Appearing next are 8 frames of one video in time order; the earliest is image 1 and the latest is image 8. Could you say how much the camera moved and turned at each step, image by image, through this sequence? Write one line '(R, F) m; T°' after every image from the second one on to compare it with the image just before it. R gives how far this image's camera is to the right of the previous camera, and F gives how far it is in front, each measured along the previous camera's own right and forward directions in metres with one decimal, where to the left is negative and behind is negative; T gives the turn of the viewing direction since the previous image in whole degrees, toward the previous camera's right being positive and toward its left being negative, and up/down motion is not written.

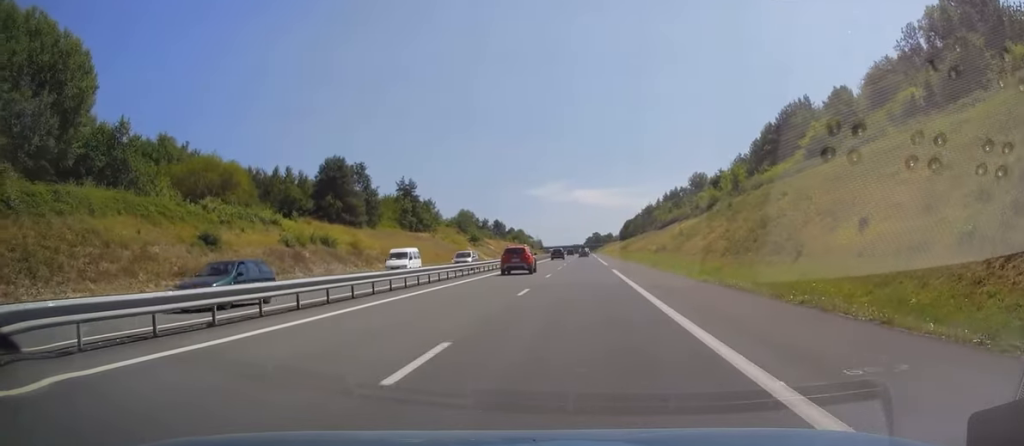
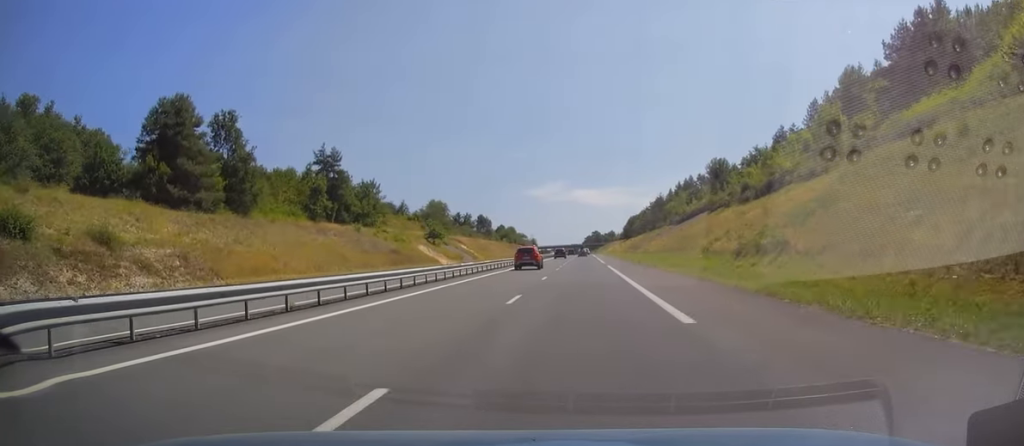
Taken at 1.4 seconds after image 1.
(+0.5, +42.6) m; +1°
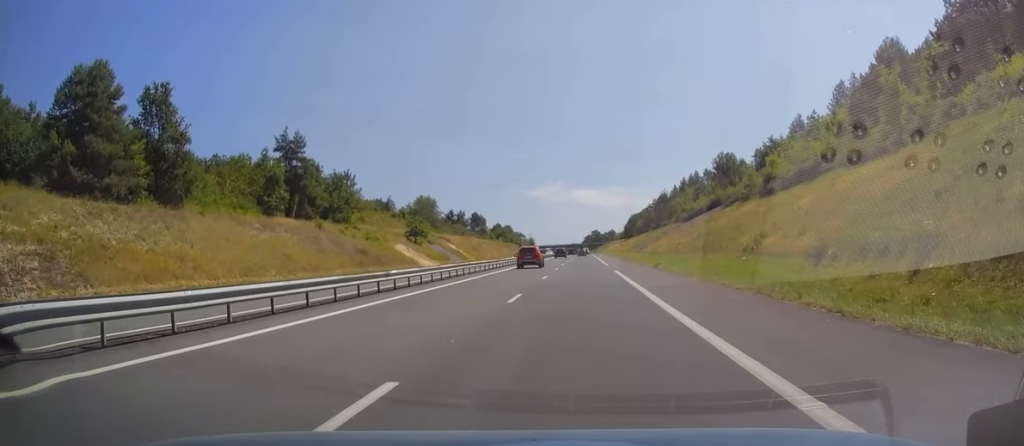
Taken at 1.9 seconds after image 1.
(+0.2, +12.7) m; 0°
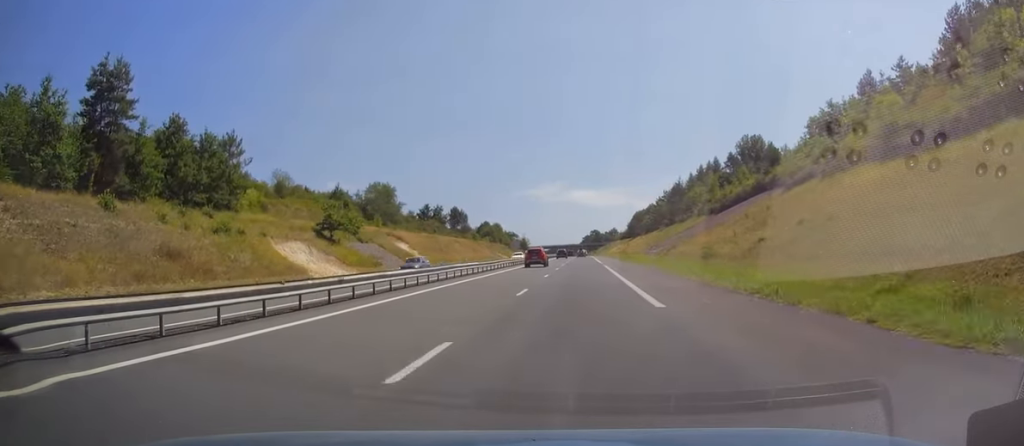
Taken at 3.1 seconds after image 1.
(-0.3, +36.2) m; 0°
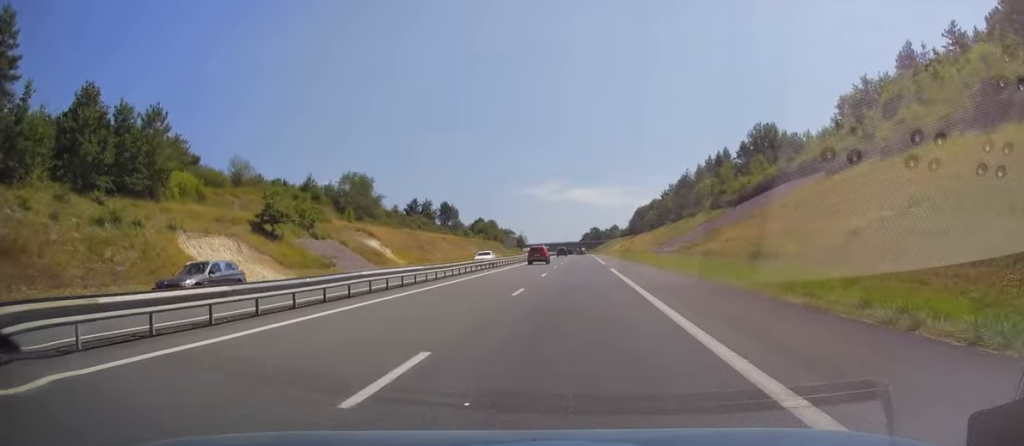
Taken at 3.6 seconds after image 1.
(+0.2, +14.2) m; 0°
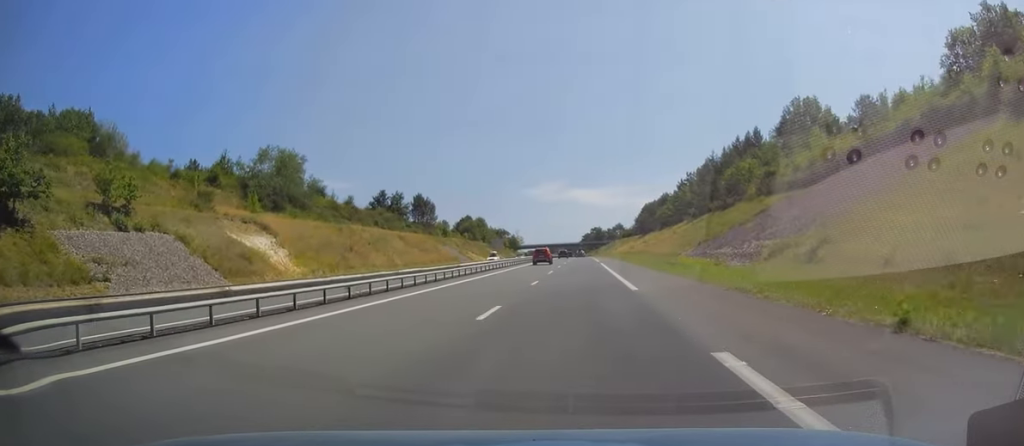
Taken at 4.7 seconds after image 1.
(-0.3, +31.8) m; 0°
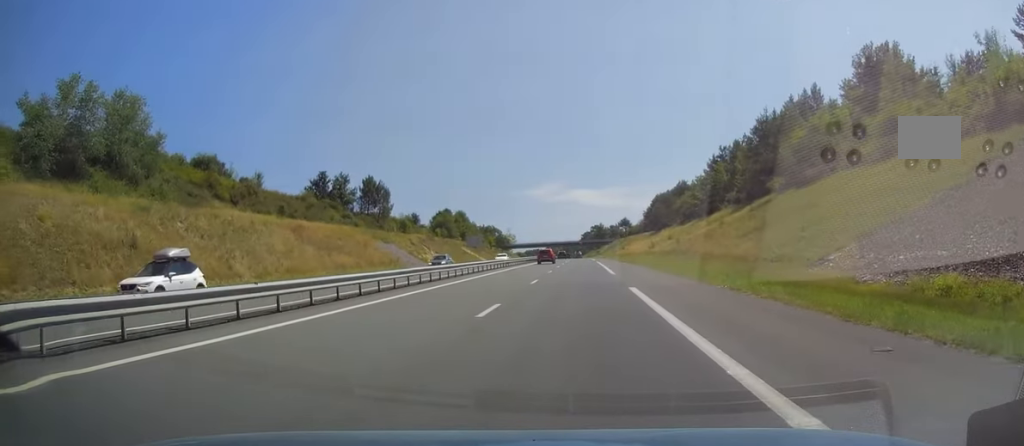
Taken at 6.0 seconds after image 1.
(+0.3, +38.6) m; 0°
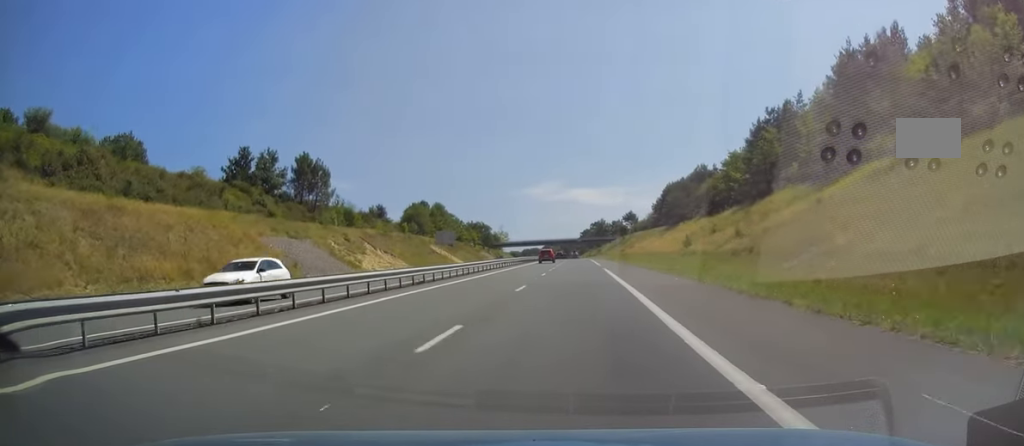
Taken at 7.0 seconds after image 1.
(-0.3, +30.7) m; 0°
